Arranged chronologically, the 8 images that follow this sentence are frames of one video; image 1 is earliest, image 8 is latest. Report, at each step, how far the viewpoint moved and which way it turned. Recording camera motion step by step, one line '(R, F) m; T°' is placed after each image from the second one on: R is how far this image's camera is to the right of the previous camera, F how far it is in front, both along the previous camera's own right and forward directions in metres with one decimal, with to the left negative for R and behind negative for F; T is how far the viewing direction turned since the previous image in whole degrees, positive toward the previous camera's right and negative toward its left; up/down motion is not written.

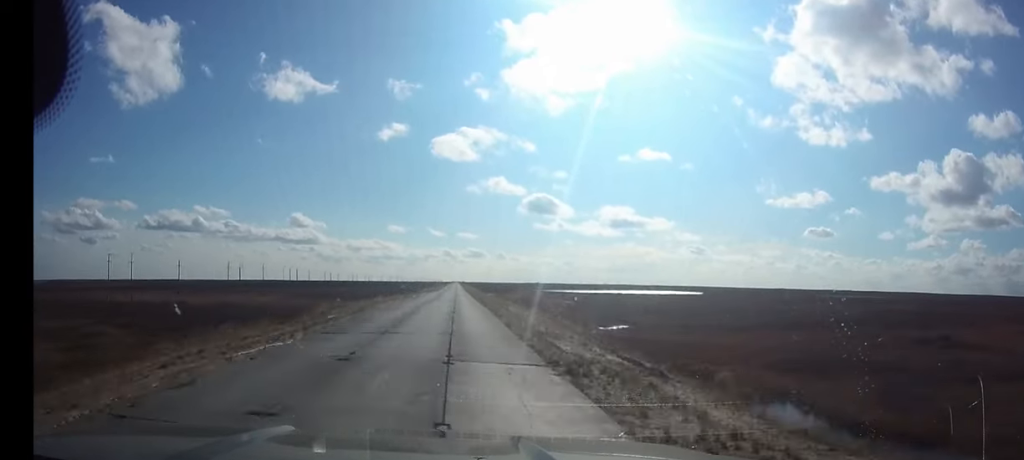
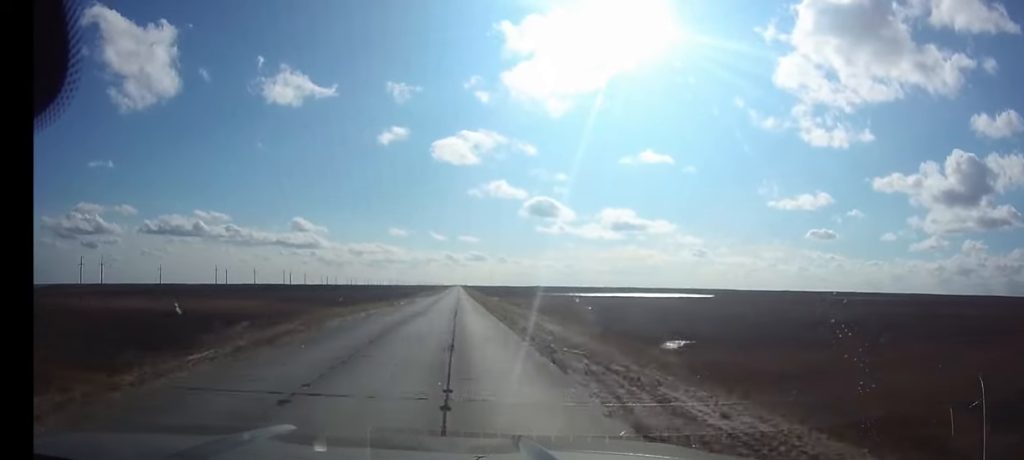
(0.0, +16.2) m; 0°
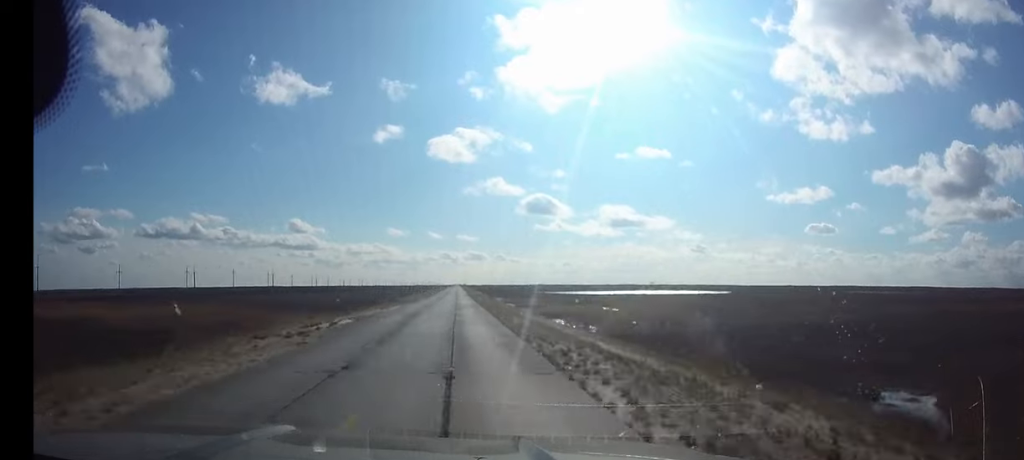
(0.0, +28.6) m; 0°
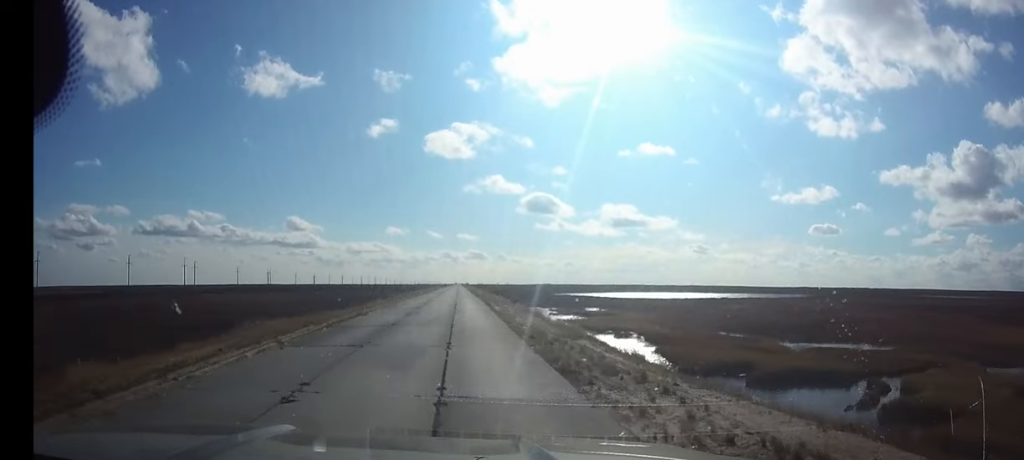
(-0.1, +97.9) m; 0°
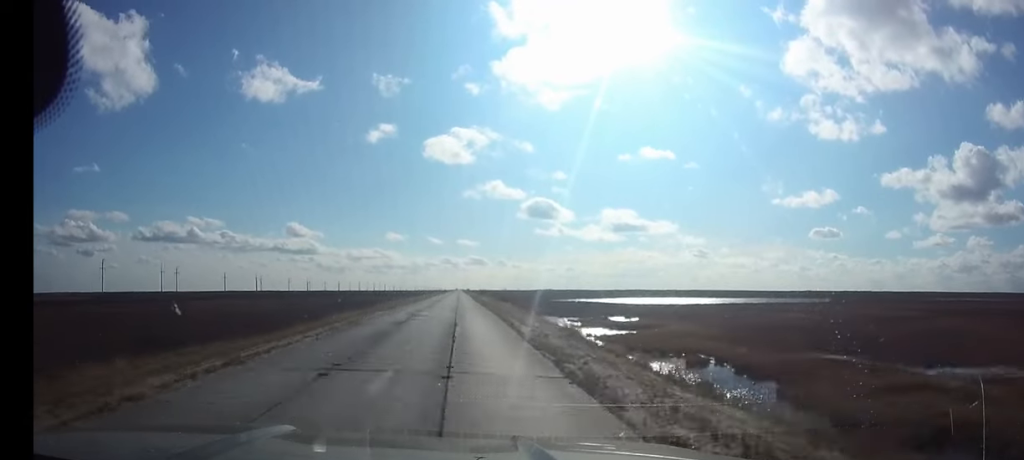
(0.0, +16.6) m; 0°
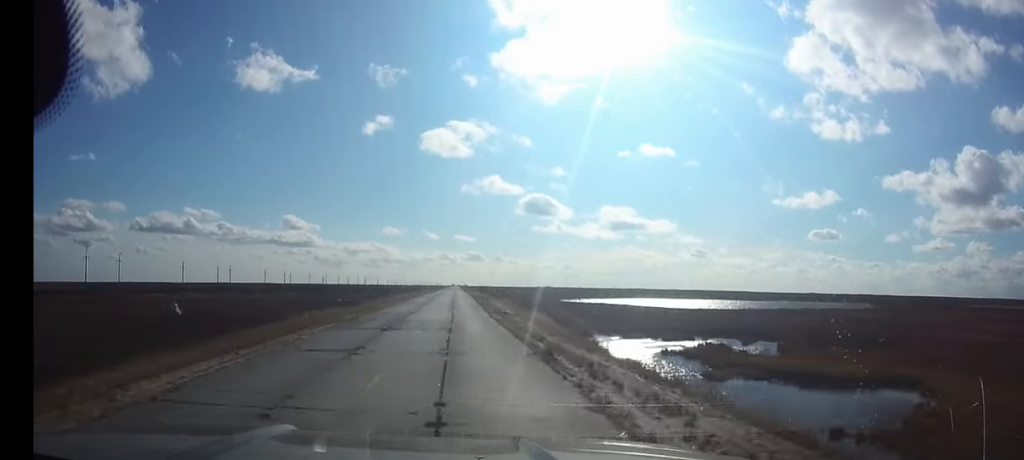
(0.0, +38.7) m; 0°
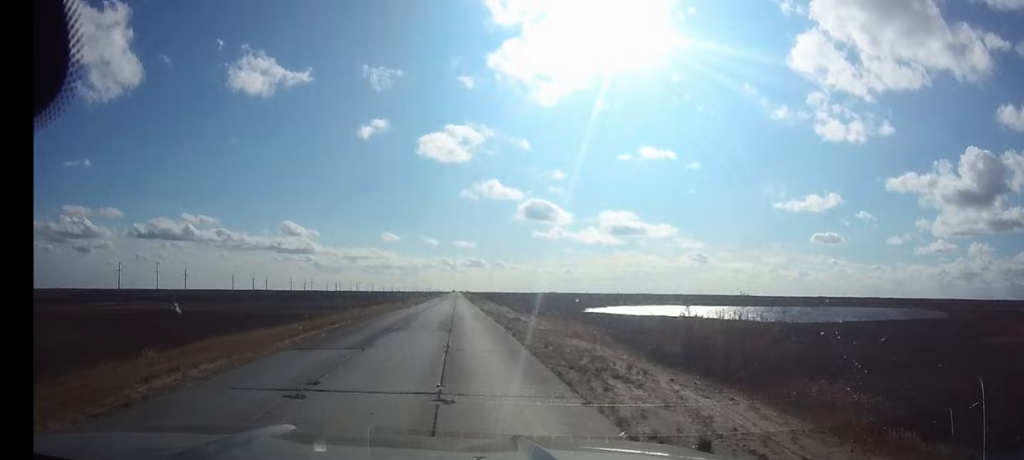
(0.0, +46.2) m; 0°
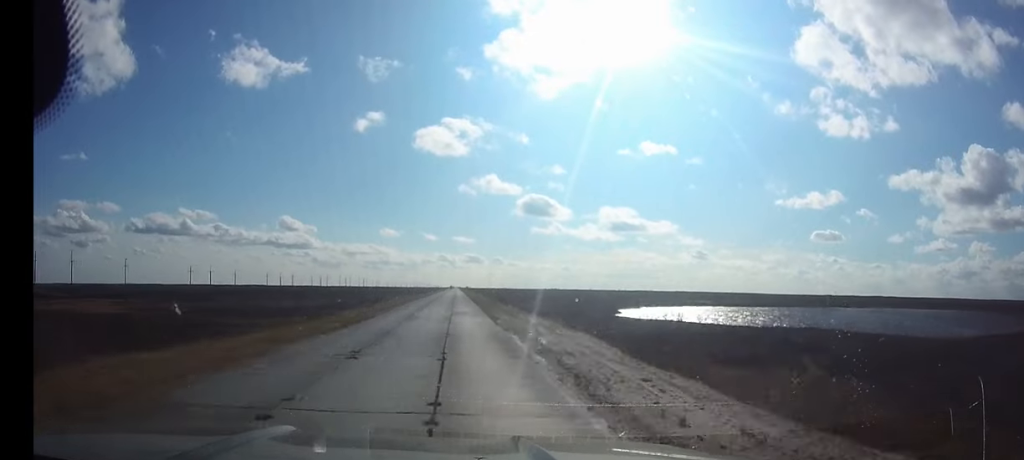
(0.0, +42.3) m; 0°
